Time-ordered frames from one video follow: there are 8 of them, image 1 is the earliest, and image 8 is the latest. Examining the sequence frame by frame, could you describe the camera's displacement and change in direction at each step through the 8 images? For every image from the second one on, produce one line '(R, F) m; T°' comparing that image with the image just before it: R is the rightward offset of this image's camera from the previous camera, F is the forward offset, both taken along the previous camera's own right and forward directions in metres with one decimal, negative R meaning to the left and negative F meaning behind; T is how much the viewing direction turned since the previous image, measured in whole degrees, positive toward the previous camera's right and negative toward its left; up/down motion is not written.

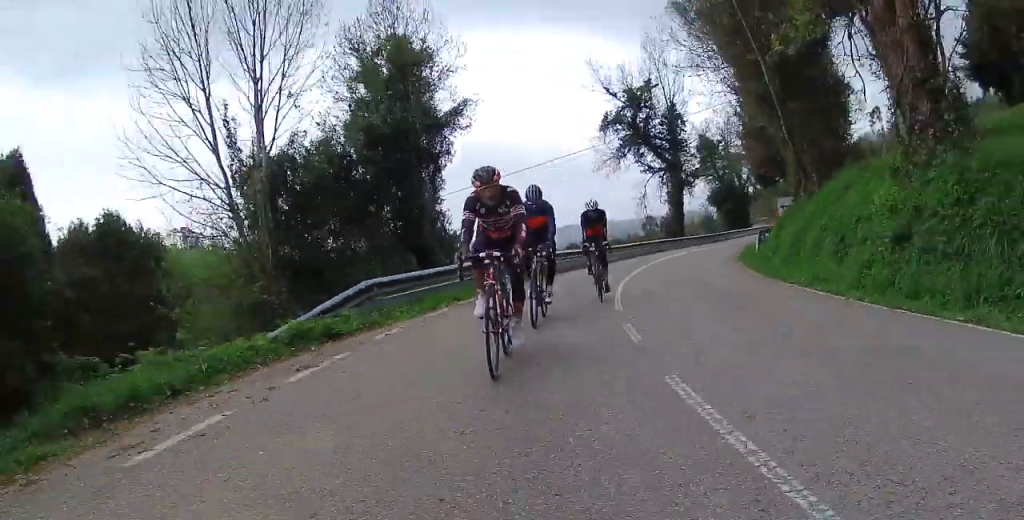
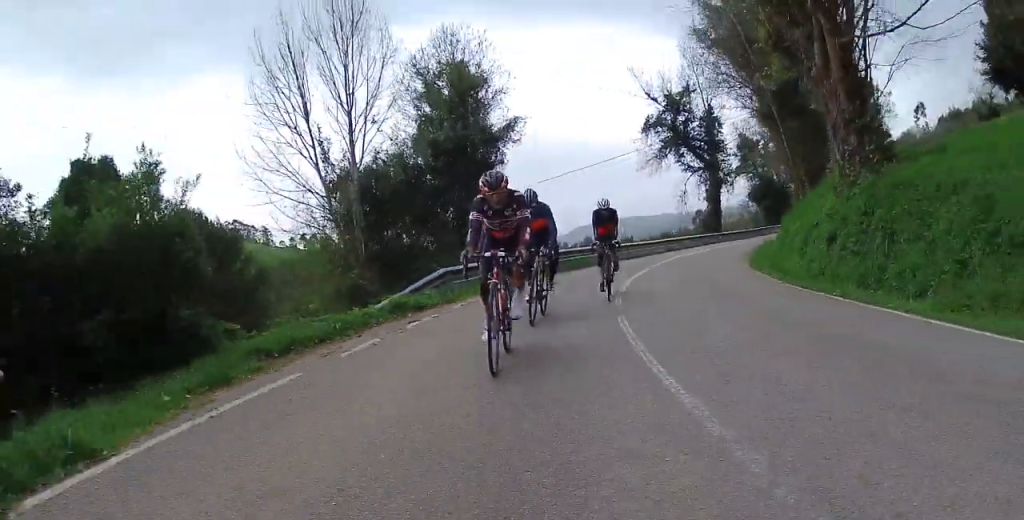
(-0.5, +3.6) m; -9°
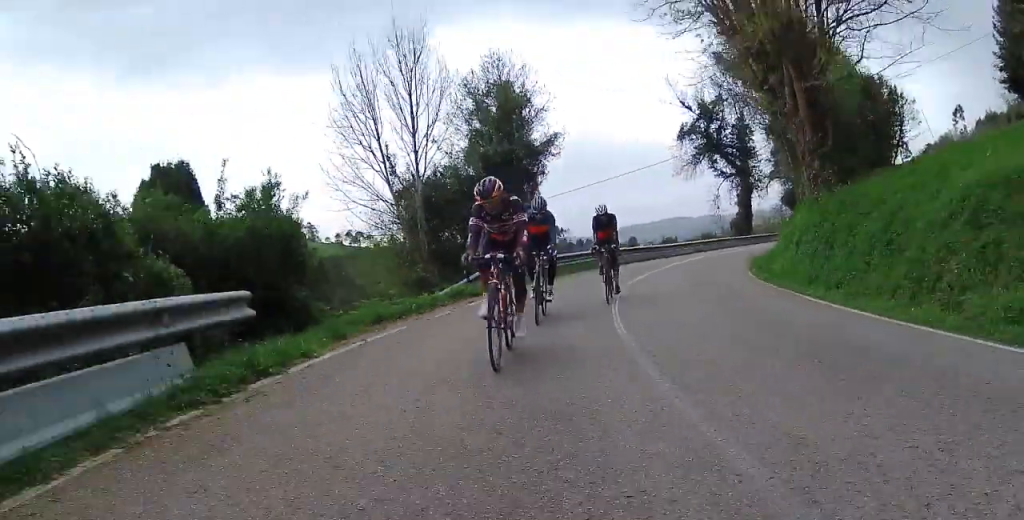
(-0.1, +3.3) m; -8°
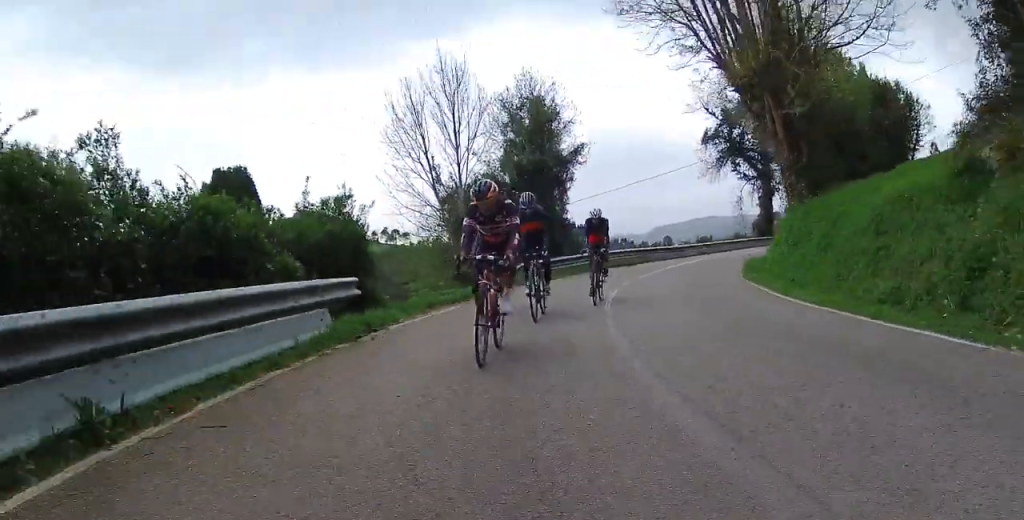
(-0.4, +3.2) m; -3°
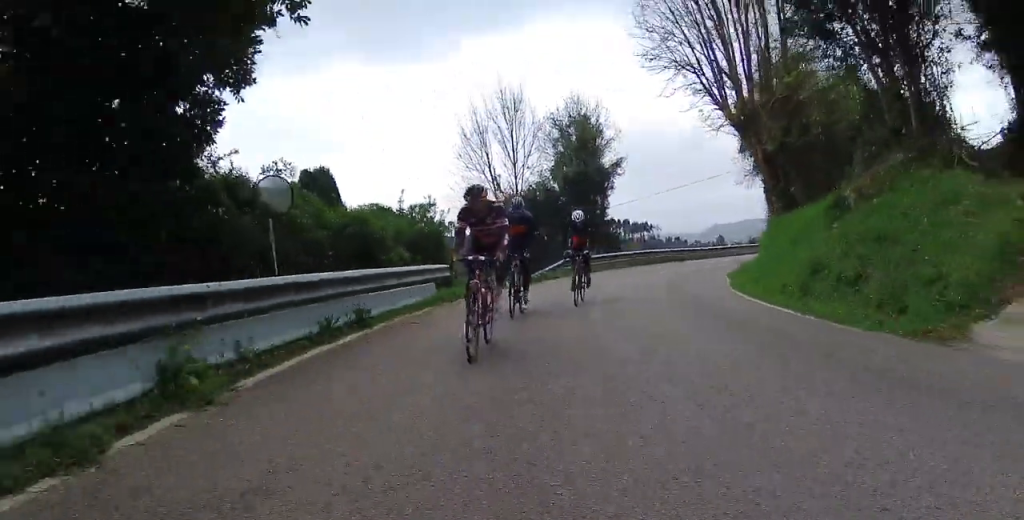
(-0.4, +5.3) m; -5°
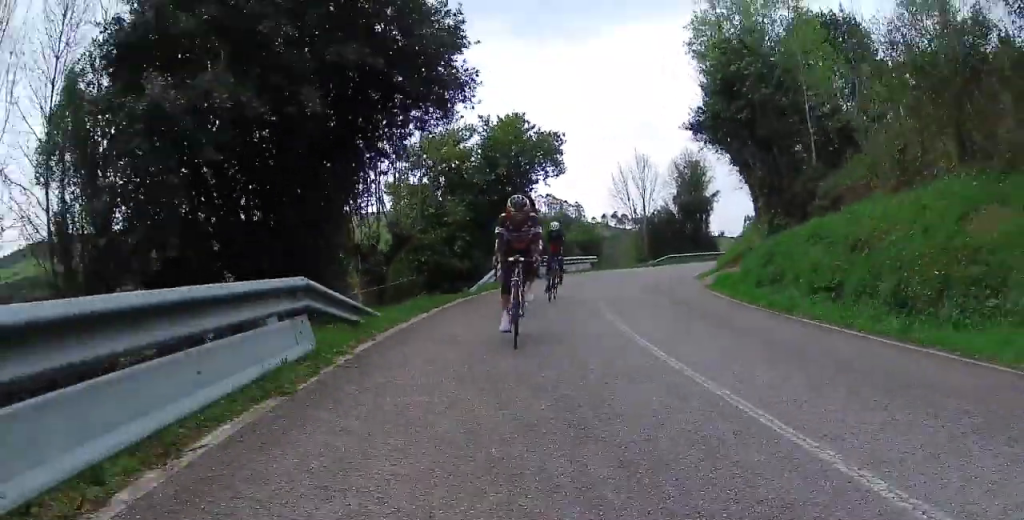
(0.0, +19.7) m; -3°
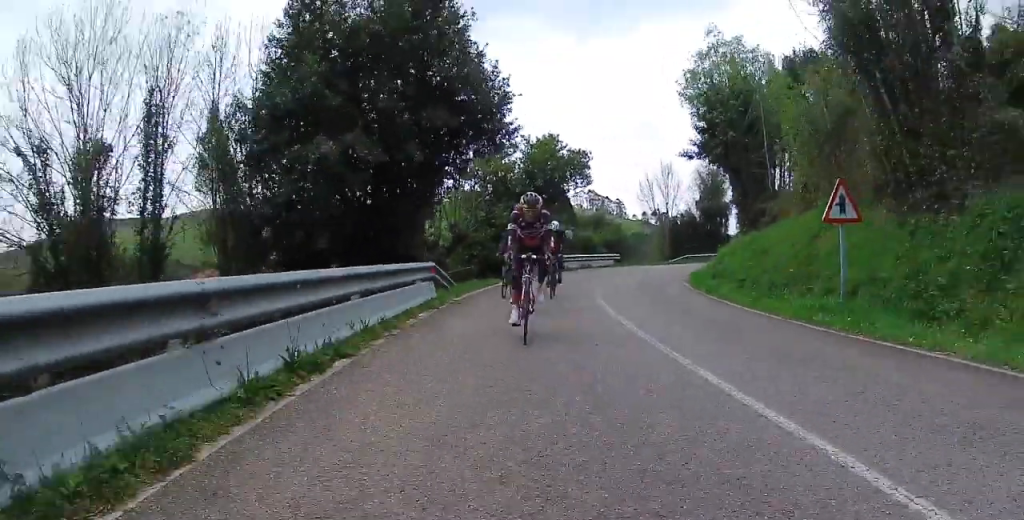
(-0.1, +5.8) m; -5°
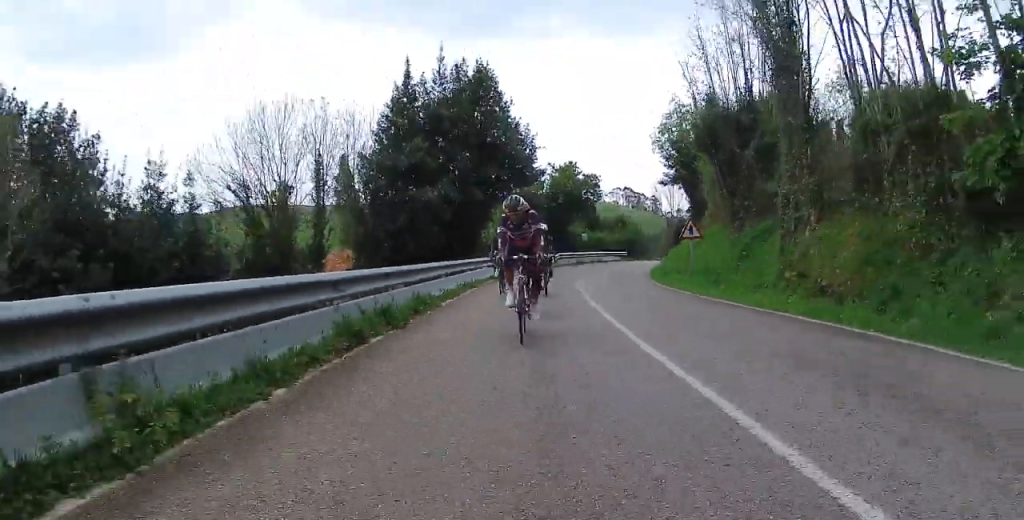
(-1.1, +10.6) m; -9°
